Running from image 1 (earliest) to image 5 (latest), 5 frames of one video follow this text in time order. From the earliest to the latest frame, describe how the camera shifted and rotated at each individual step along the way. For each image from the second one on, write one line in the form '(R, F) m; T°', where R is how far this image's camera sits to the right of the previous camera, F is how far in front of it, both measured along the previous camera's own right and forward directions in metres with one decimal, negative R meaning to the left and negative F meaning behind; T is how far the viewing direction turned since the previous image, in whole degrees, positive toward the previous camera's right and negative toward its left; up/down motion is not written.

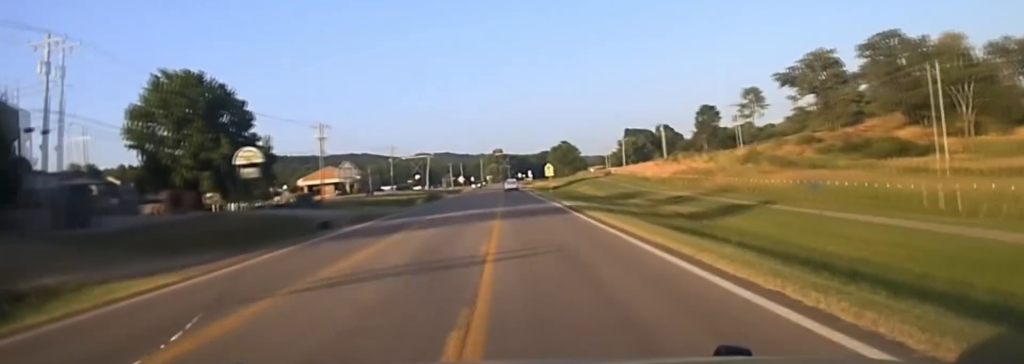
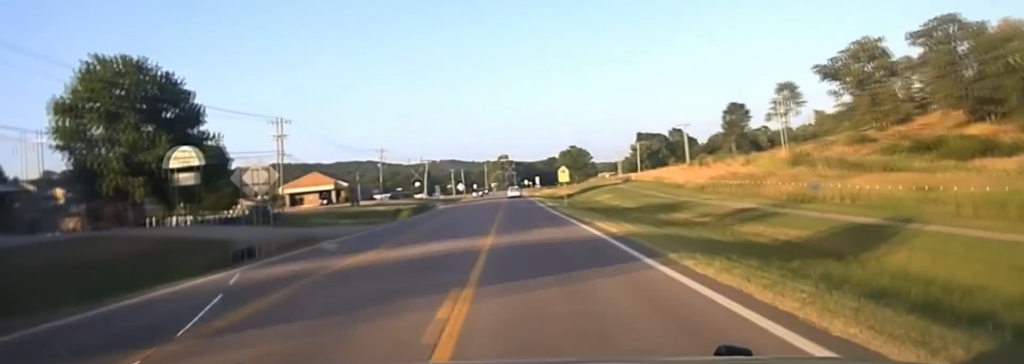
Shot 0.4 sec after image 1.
(0.0, +19.6) m; 0°
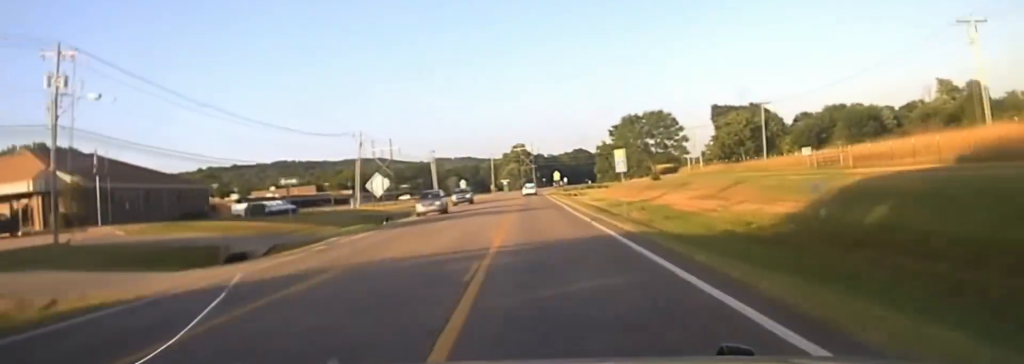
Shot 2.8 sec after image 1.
(-1.7, +112.2) m; -1°
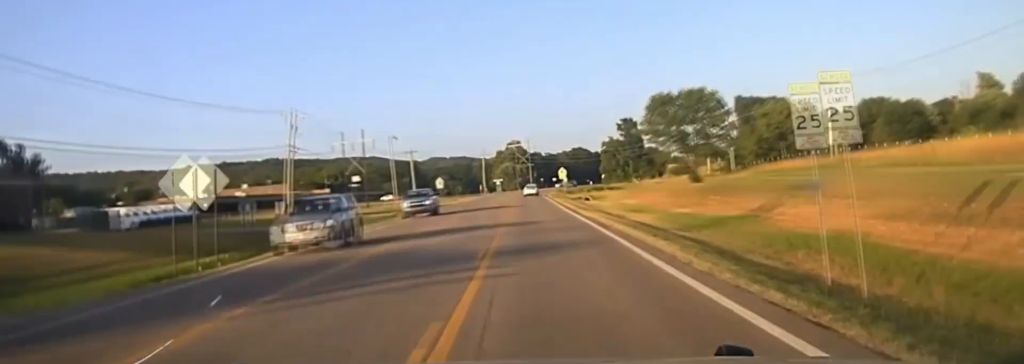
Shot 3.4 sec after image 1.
(0.0, +33.8) m; 0°
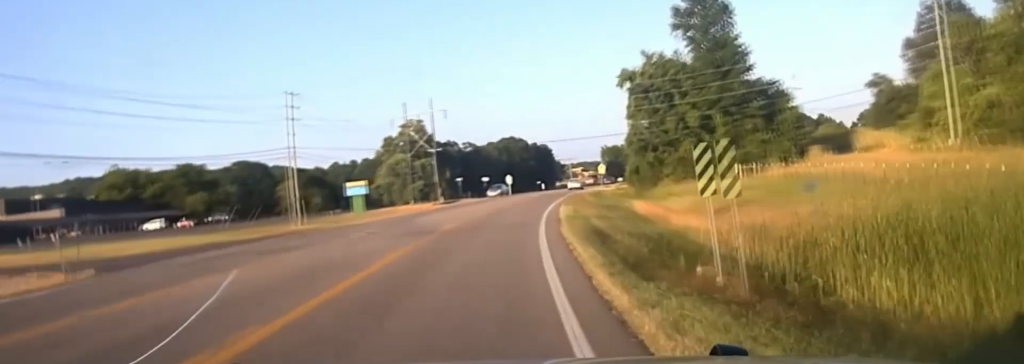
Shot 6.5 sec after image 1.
(+4.8, +156.5) m; +6°
